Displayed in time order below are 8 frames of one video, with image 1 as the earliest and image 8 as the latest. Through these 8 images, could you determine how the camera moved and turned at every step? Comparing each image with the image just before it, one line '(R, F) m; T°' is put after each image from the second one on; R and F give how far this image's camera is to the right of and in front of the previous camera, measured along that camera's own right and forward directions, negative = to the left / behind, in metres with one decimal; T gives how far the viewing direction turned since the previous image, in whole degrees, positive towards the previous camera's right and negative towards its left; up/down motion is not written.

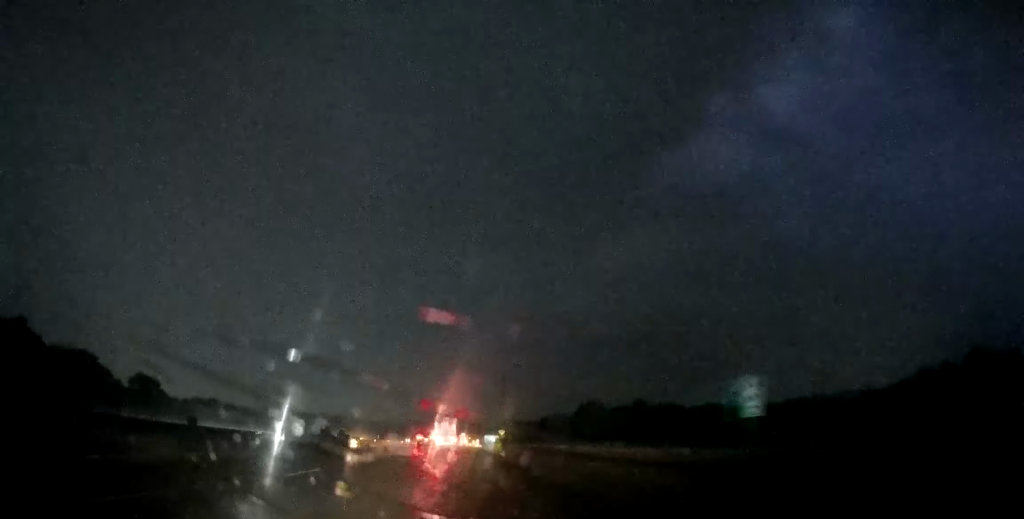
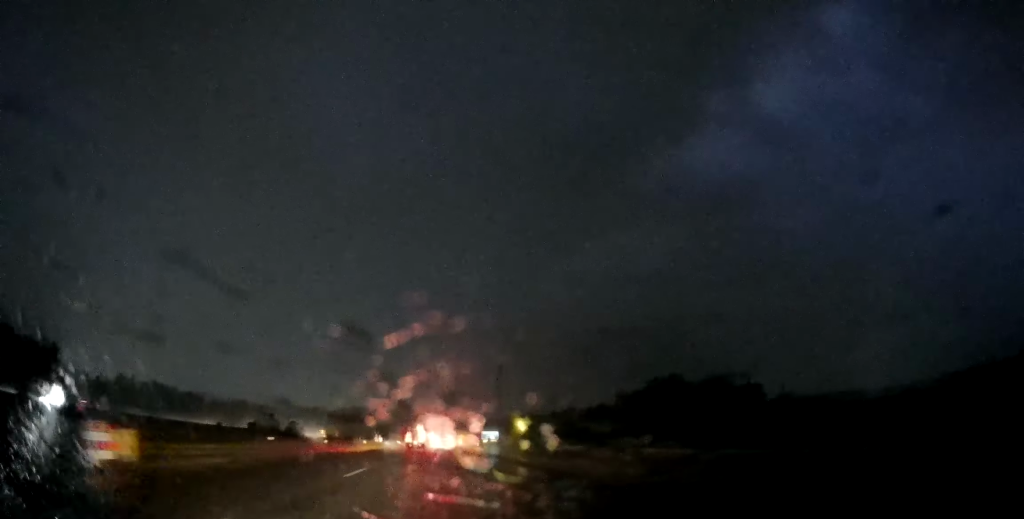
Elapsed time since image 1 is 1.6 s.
(-0.8, +34.2) m; -2°
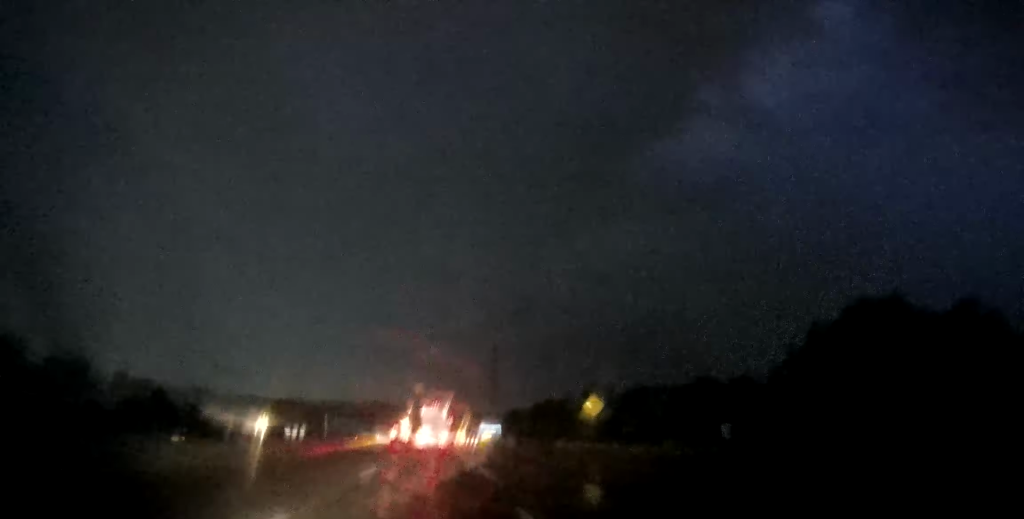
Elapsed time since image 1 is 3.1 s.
(+0.1, +33.5) m; +1°
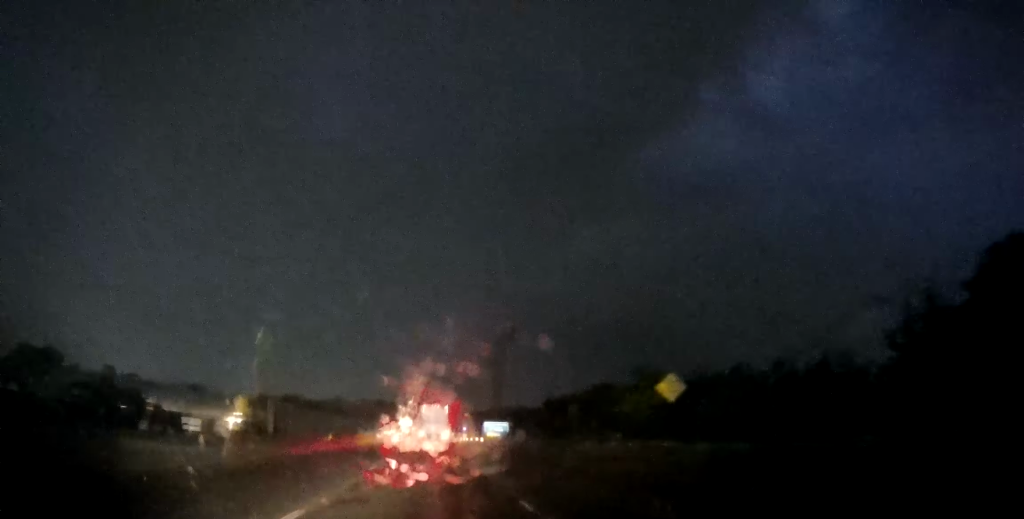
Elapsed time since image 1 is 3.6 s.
(0.0, +11.5) m; +1°
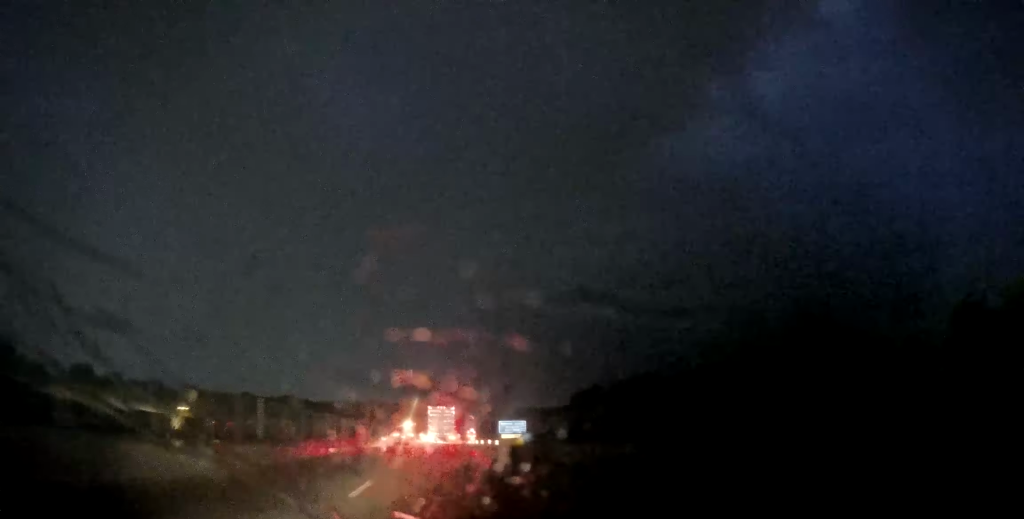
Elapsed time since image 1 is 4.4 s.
(+0.4, +17.8) m; +1°
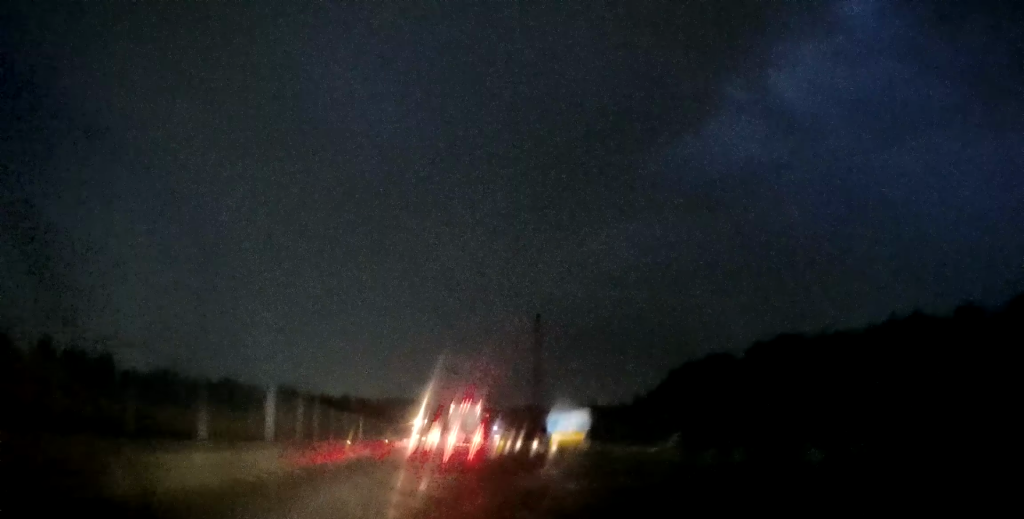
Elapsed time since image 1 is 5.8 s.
(-0.2, +32.8) m; -1°
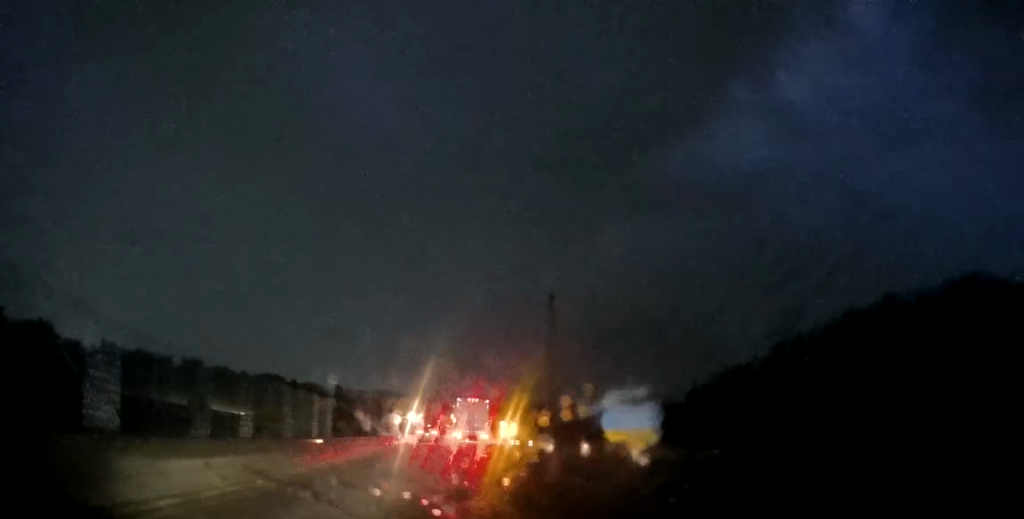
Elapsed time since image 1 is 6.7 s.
(-0.2, +23.1) m; 0°
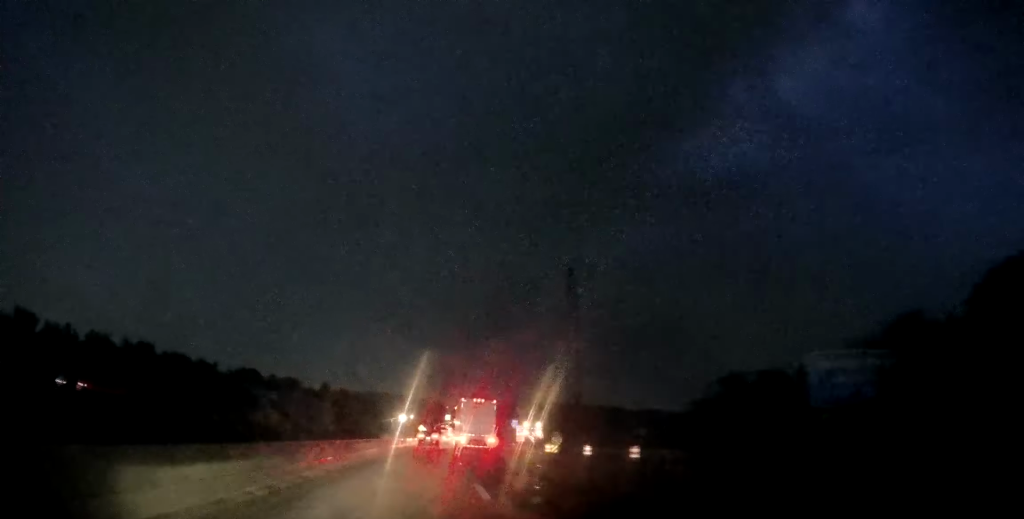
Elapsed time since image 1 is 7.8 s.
(+0.1, +27.1) m; 0°
